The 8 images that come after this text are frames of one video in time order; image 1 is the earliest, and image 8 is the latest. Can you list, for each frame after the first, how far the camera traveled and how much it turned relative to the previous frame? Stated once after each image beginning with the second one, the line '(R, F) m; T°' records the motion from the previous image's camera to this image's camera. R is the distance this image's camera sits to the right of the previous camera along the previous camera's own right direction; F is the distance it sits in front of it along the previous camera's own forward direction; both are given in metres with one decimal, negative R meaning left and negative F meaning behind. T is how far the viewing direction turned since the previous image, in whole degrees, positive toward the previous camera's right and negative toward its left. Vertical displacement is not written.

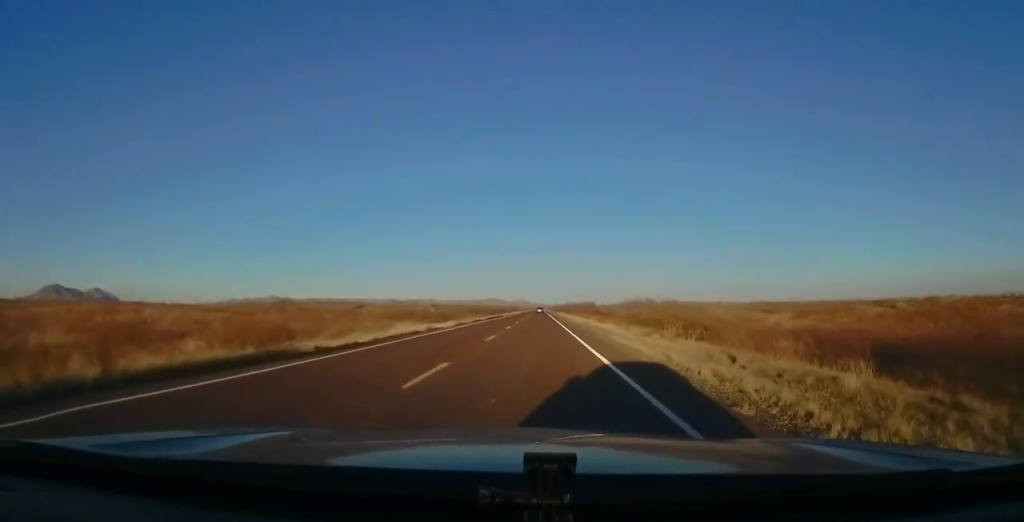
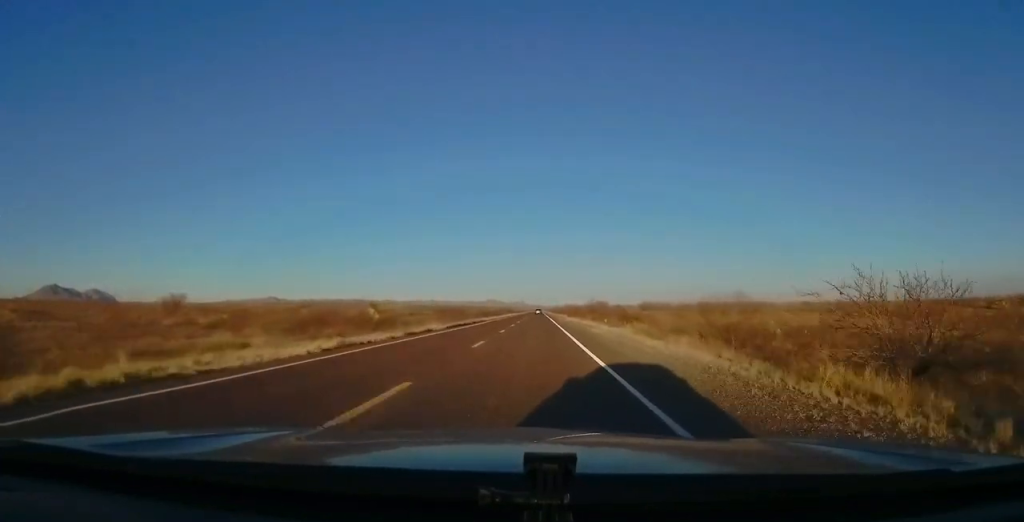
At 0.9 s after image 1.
(+0.2, +27.1) m; +1°
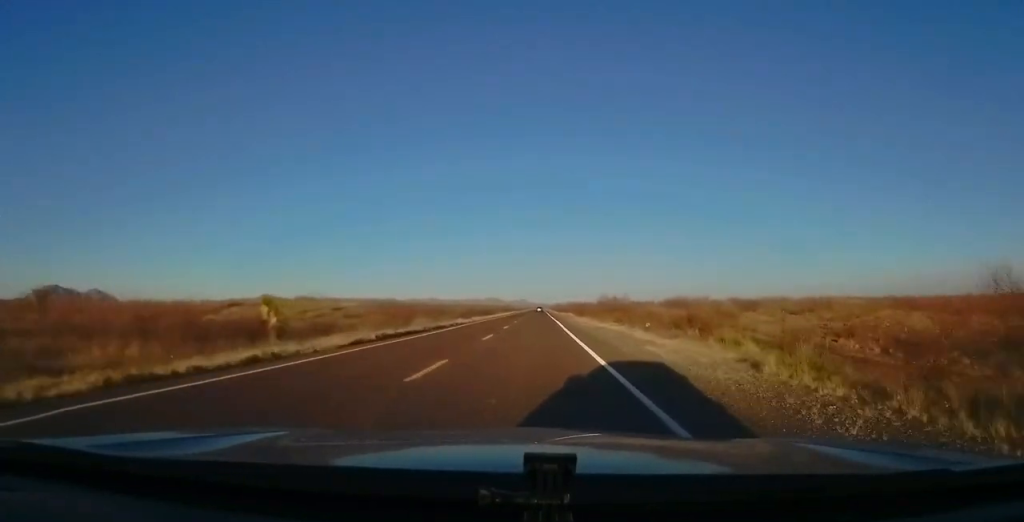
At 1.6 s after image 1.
(+0.1, +20.3) m; 0°
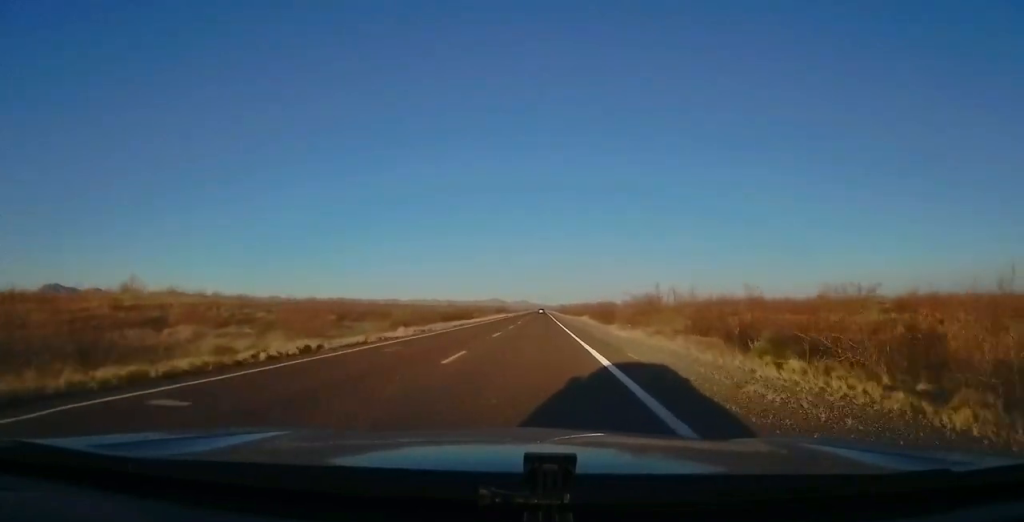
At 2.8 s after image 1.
(-0.1, +32.8) m; 0°
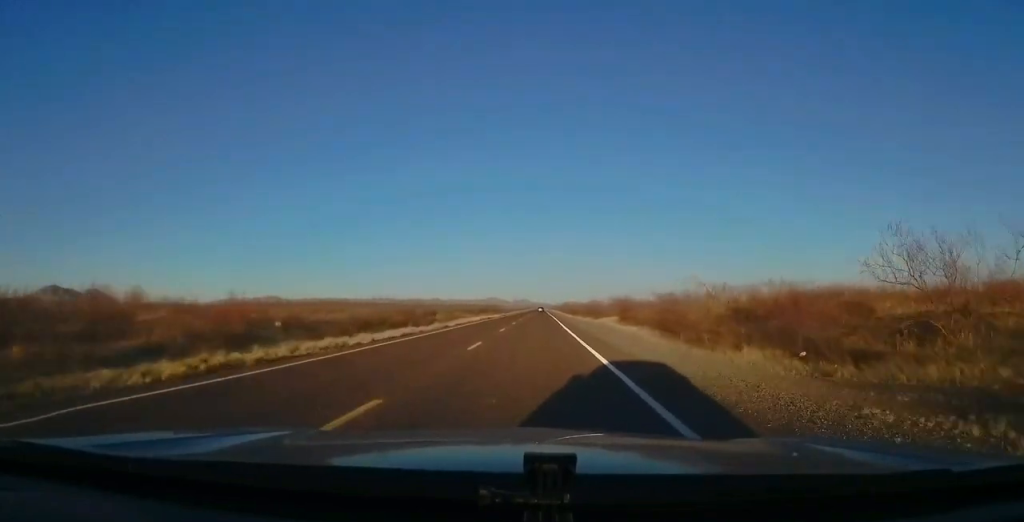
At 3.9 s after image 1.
(0.0, +31.8) m; 0°
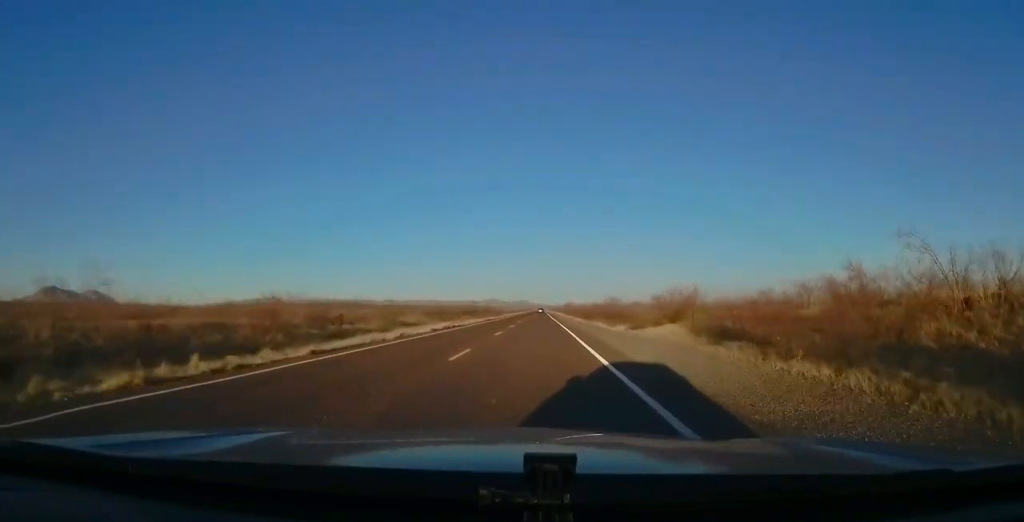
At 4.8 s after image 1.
(0.0, +26.9) m; +1°
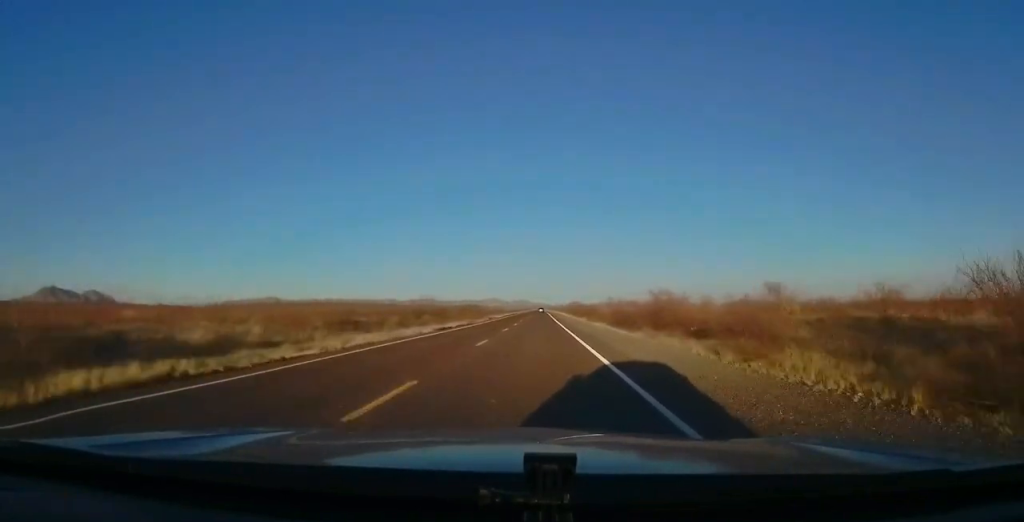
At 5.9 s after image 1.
(+0.3, +30.7) m; +1°
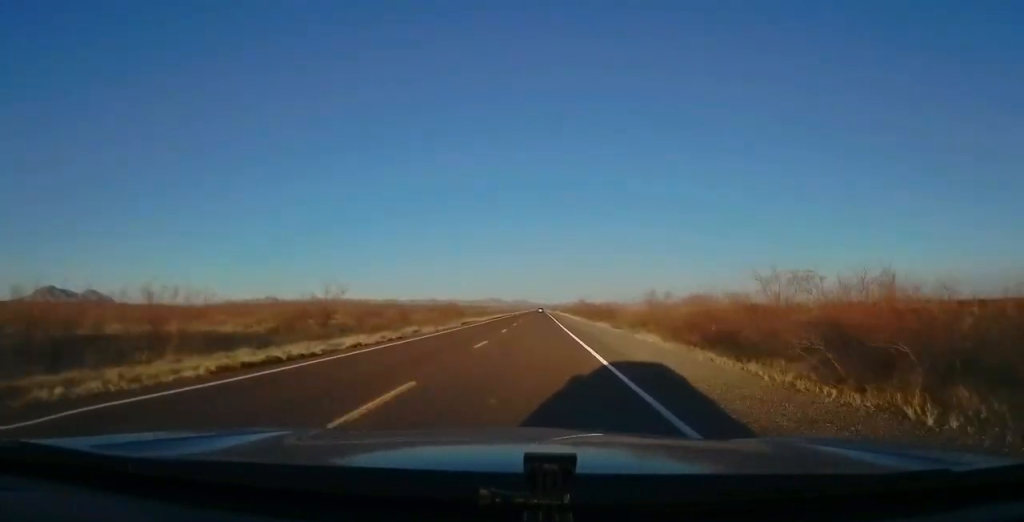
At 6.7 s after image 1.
(0.0, +24.0) m; 0°
